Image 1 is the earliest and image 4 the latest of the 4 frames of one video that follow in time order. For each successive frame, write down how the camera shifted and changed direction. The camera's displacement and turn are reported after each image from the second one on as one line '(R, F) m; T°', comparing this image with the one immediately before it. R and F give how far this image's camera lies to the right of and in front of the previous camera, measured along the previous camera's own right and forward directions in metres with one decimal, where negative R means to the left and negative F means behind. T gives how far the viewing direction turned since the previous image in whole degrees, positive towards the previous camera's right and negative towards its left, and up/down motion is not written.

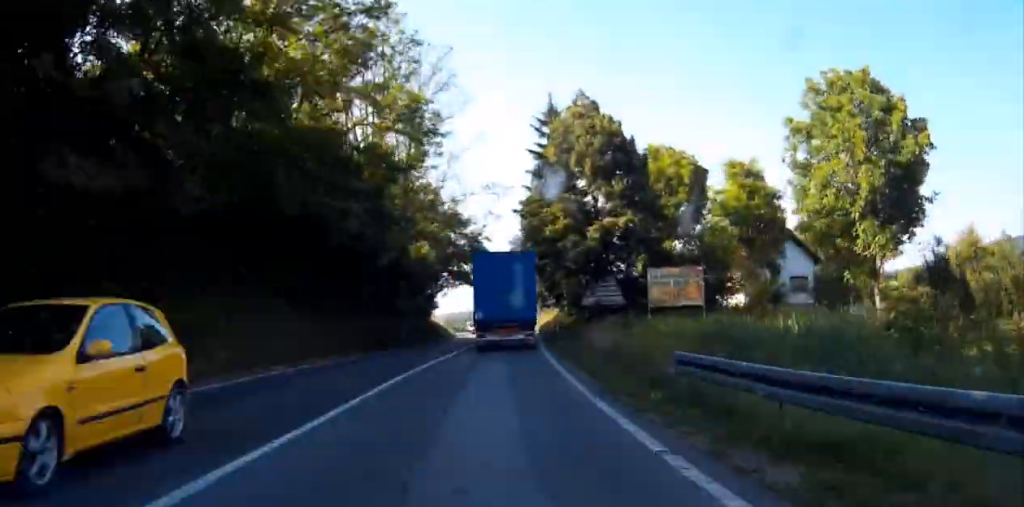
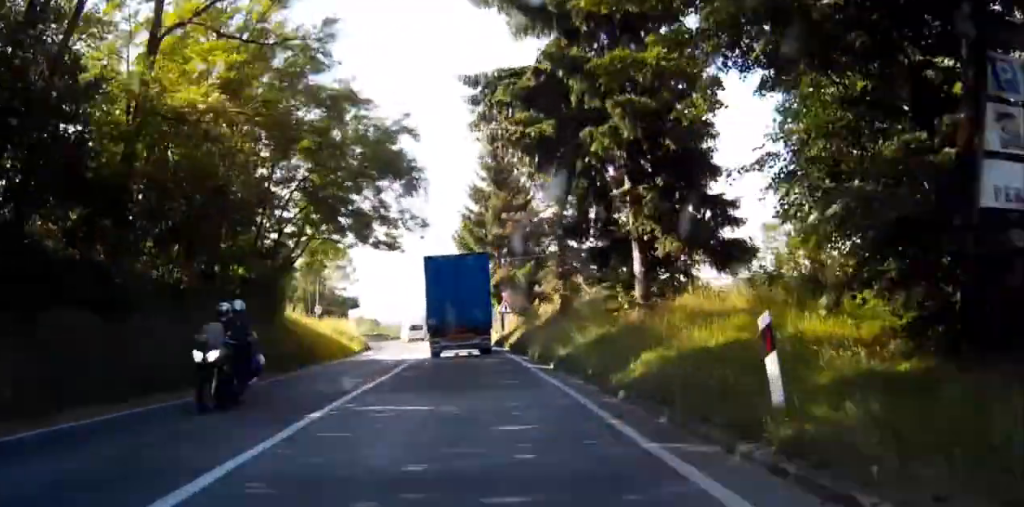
(+2.2, +37.4) m; +1°
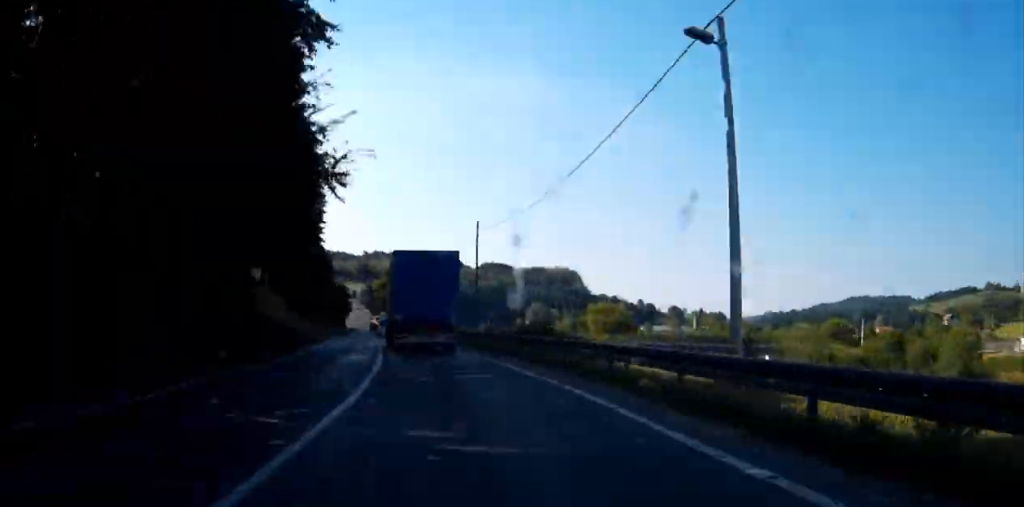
(-14.8, +124.2) m; -18°
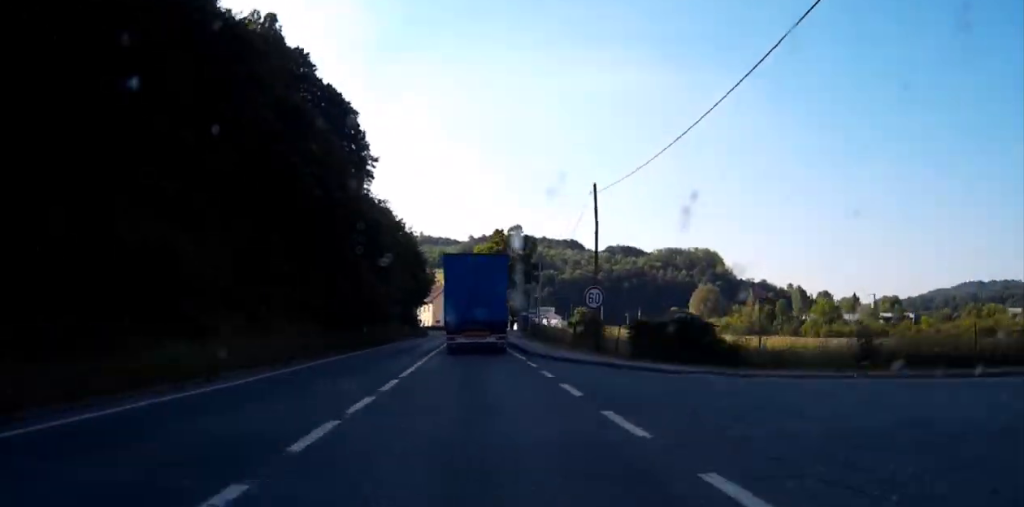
(-10.5, +87.1) m; -8°
